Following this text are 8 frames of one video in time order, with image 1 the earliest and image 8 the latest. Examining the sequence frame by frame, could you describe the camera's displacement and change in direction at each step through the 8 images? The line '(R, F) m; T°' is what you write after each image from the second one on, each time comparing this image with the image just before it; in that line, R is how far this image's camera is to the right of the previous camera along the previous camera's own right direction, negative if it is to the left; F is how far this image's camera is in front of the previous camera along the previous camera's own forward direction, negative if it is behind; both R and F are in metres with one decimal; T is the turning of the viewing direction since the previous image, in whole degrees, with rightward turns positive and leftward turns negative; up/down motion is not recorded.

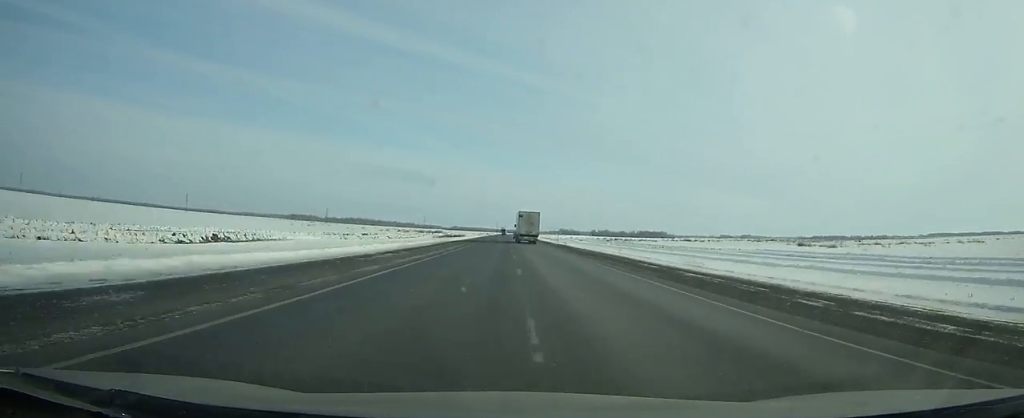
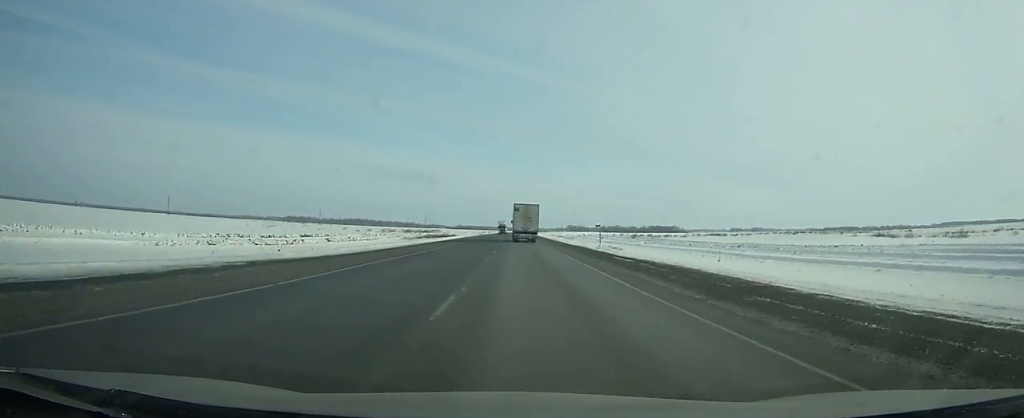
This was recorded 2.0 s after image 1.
(0.0, +58.3) m; 0°
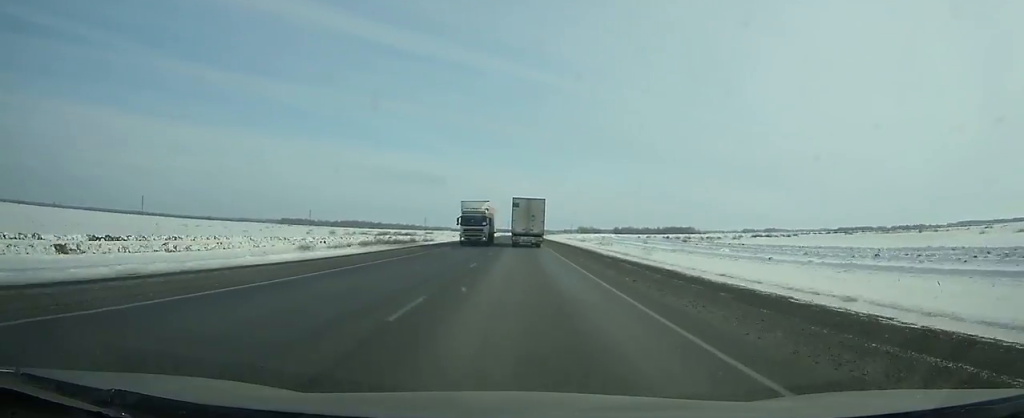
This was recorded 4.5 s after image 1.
(-0.4, +73.2) m; -1°
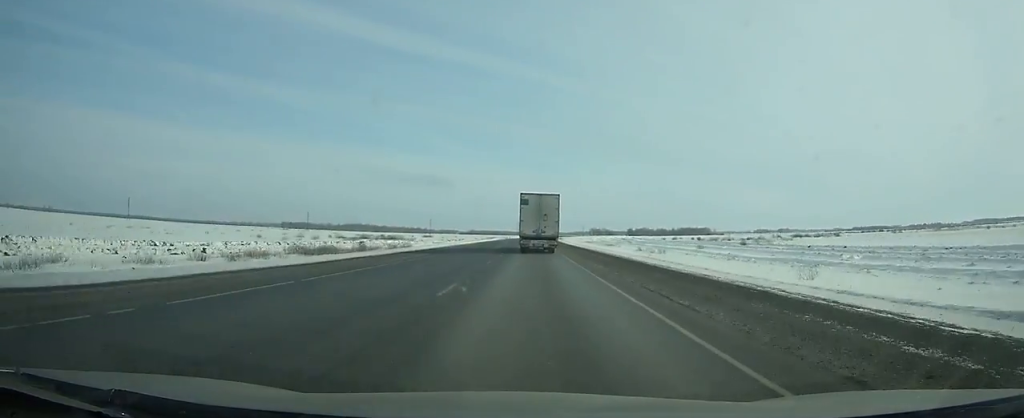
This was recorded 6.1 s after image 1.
(0.0, +47.1) m; -1°
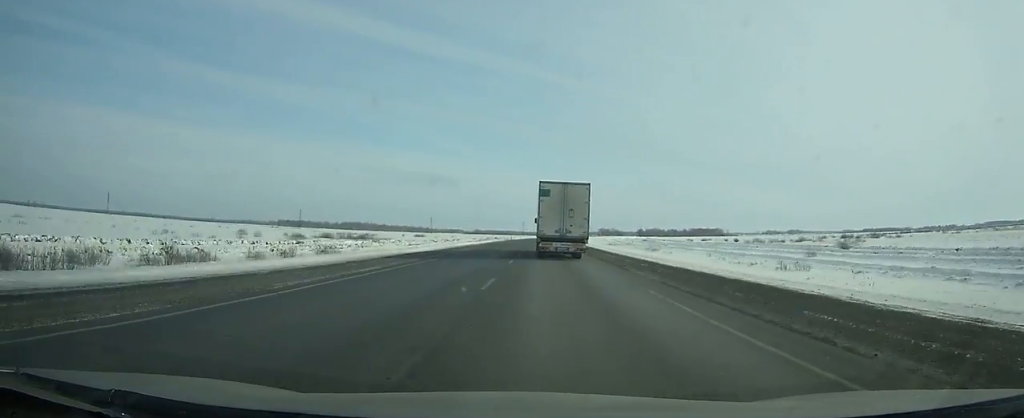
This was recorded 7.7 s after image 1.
(-0.5, +47.5) m; 0°
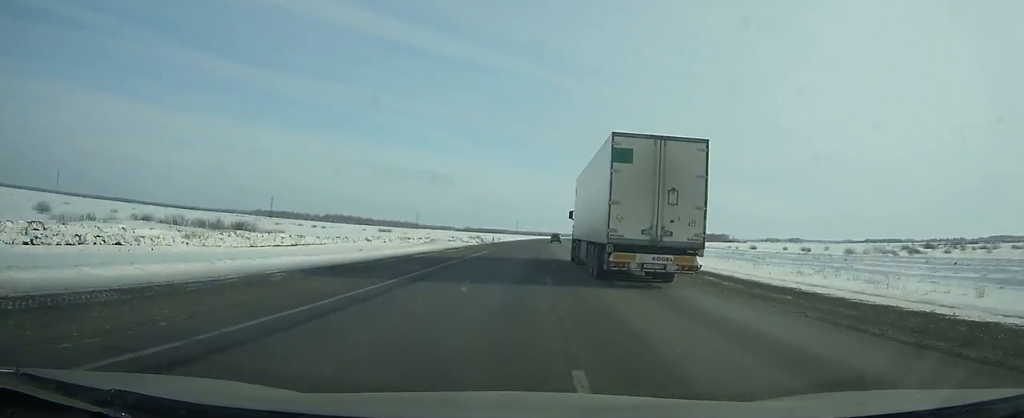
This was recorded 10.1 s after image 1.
(-0.1, +71.8) m; +1°
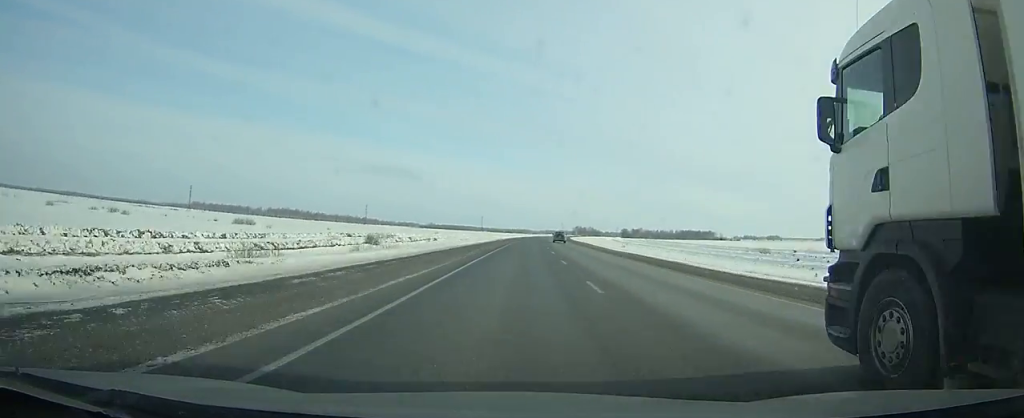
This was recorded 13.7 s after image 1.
(+2.2, +108.7) m; +3°
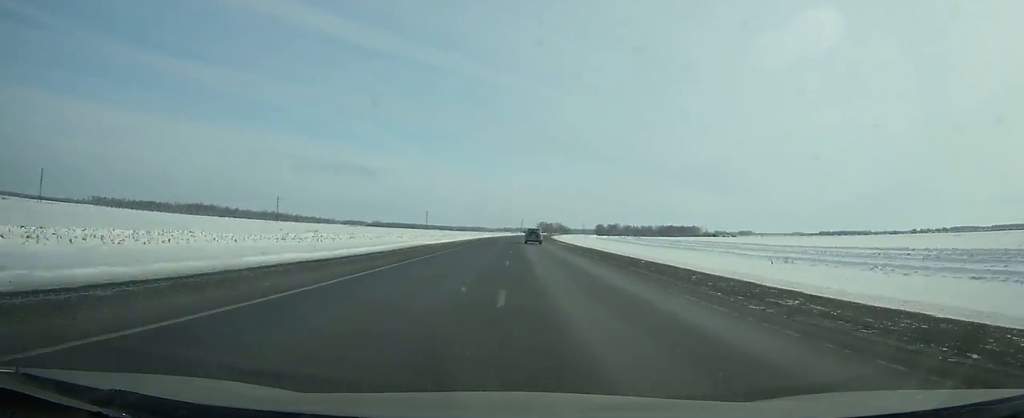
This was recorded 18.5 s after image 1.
(+4.8, +144.1) m; +3°
